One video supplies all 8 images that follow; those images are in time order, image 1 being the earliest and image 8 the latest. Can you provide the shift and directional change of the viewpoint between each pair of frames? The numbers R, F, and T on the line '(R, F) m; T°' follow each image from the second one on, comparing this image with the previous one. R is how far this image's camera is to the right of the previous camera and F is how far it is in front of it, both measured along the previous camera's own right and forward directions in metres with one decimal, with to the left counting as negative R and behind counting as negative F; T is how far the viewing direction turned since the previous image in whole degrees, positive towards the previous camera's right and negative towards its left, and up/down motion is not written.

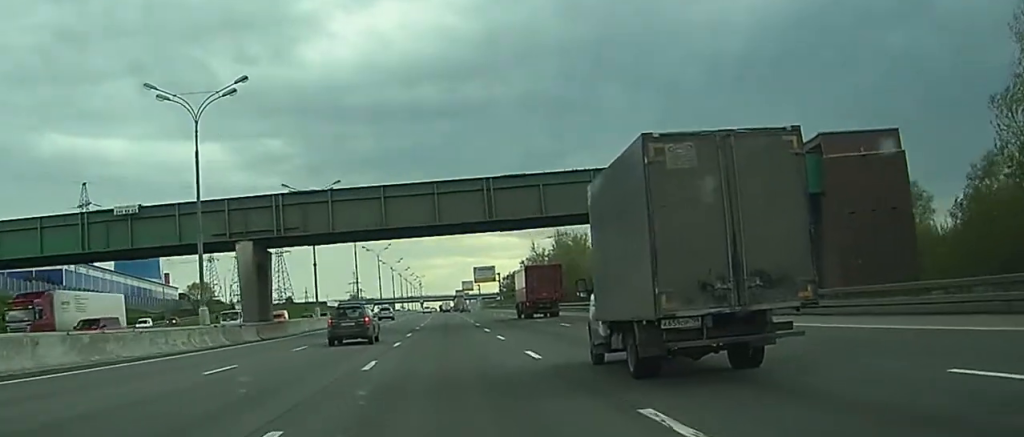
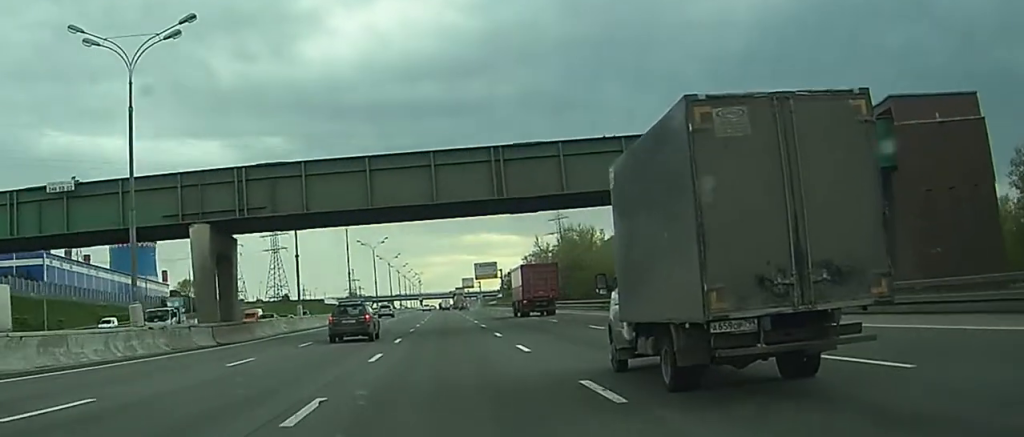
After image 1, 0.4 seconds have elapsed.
(0.0, +8.8) m; 0°
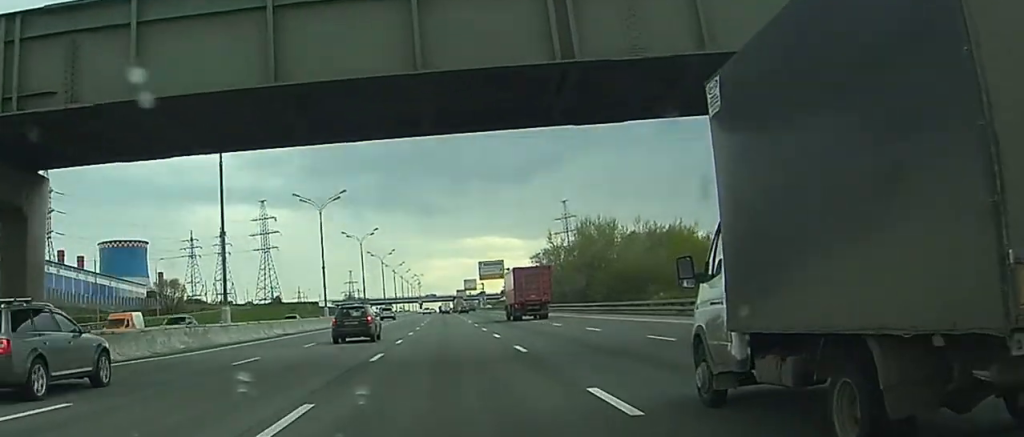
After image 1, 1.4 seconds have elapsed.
(0.0, +21.5) m; 0°
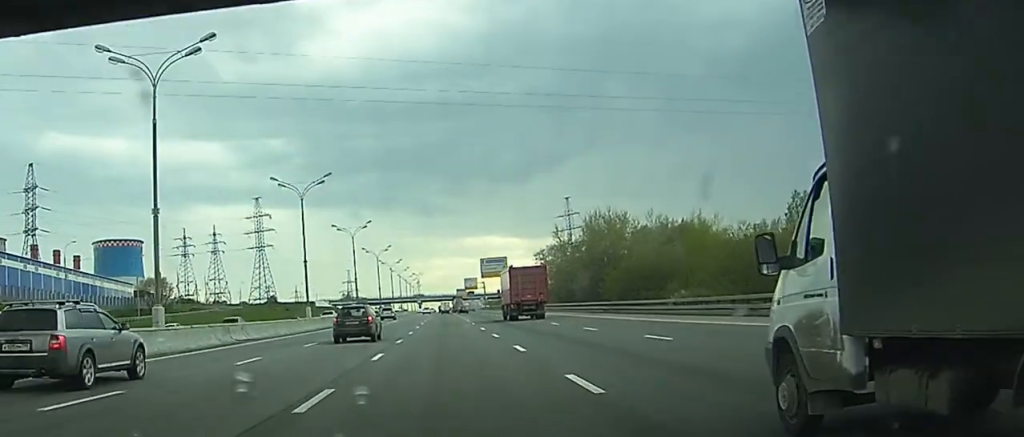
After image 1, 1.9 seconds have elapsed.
(0.0, +9.8) m; 0°
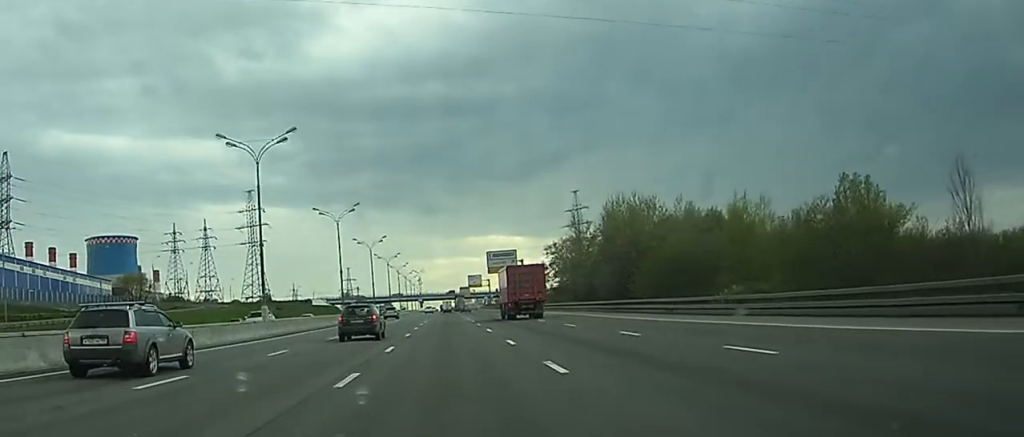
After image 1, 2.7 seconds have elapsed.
(0.0, +16.6) m; 0°
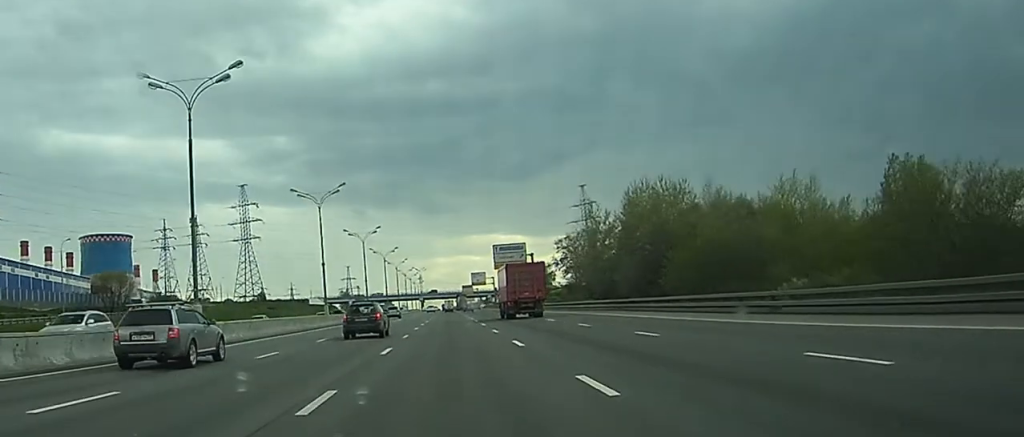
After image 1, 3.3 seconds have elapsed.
(0.0, +15.0) m; 0°
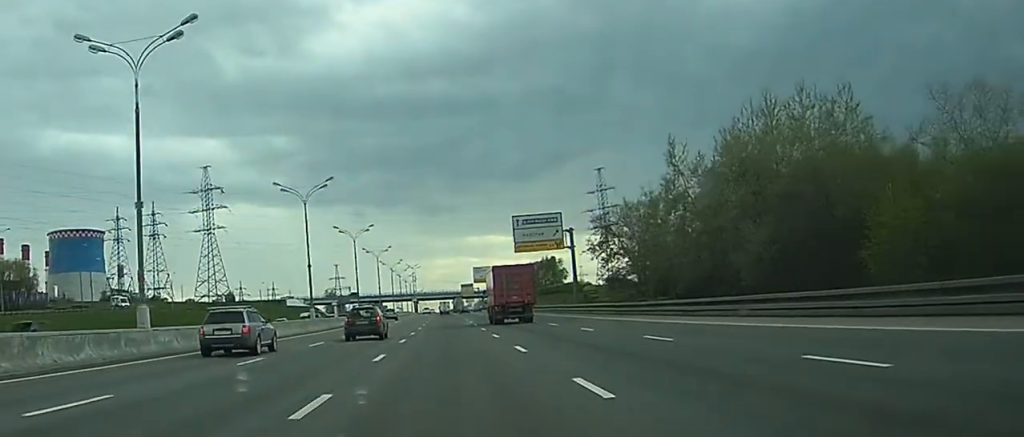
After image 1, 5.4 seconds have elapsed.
(-0.2, +55.2) m; -1°
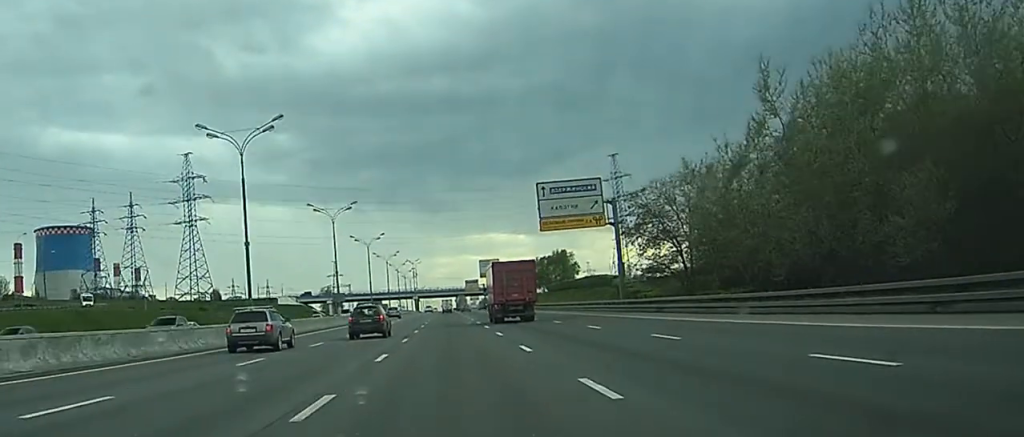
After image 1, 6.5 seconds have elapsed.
(-0.1, +27.2) m; 0°
